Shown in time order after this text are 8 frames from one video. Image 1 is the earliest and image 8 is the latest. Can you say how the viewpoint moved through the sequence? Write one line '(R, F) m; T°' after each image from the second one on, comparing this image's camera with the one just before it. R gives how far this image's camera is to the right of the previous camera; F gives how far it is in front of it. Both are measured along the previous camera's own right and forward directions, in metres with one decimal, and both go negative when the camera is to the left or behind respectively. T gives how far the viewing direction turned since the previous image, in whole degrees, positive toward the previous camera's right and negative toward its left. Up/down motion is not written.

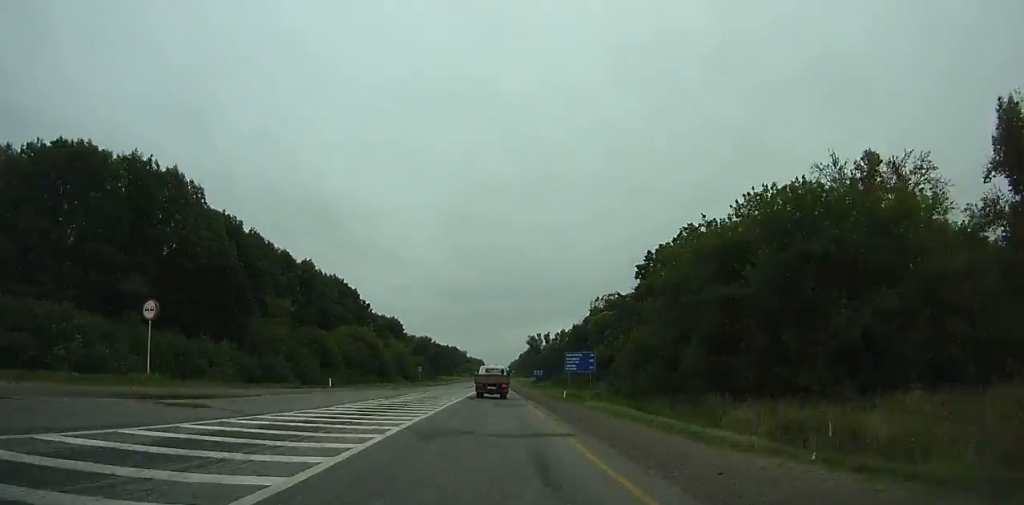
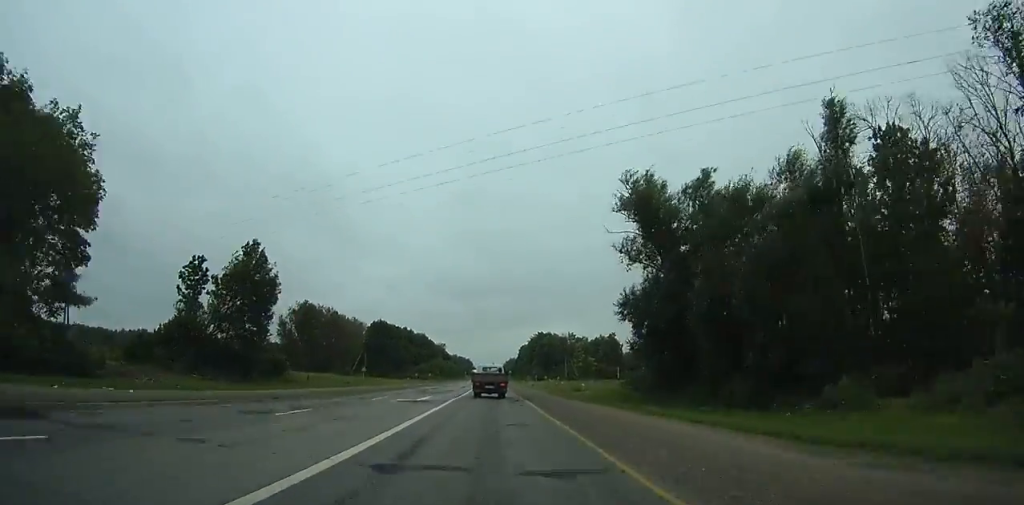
(+1.1, +146.6) m; +1°
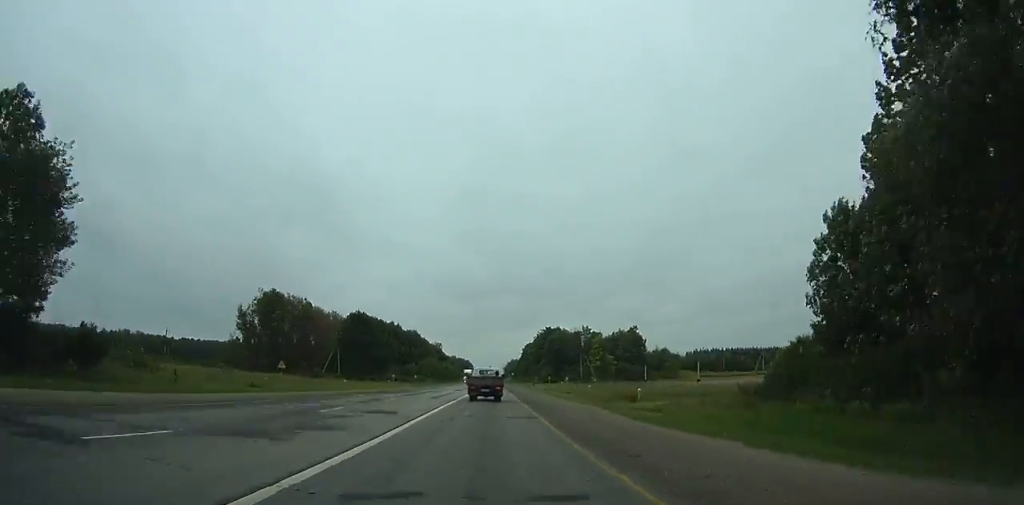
(0.0, +31.5) m; 0°
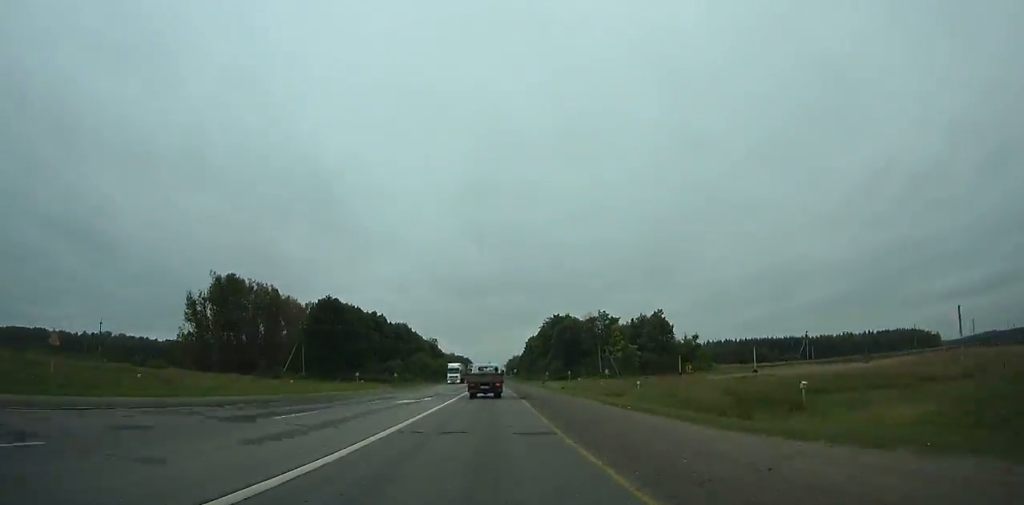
(0.0, +27.7) m; 0°
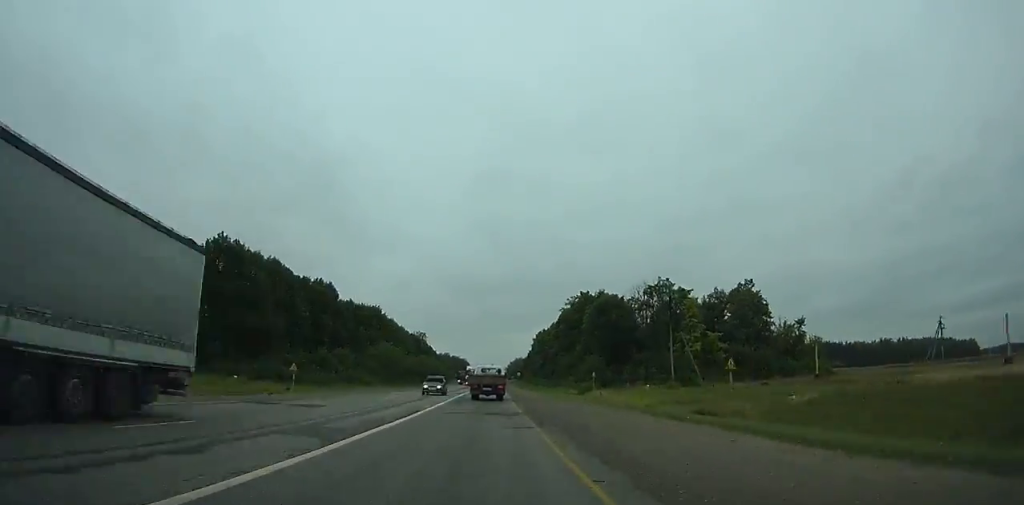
(-0.1, +53.6) m; -1°
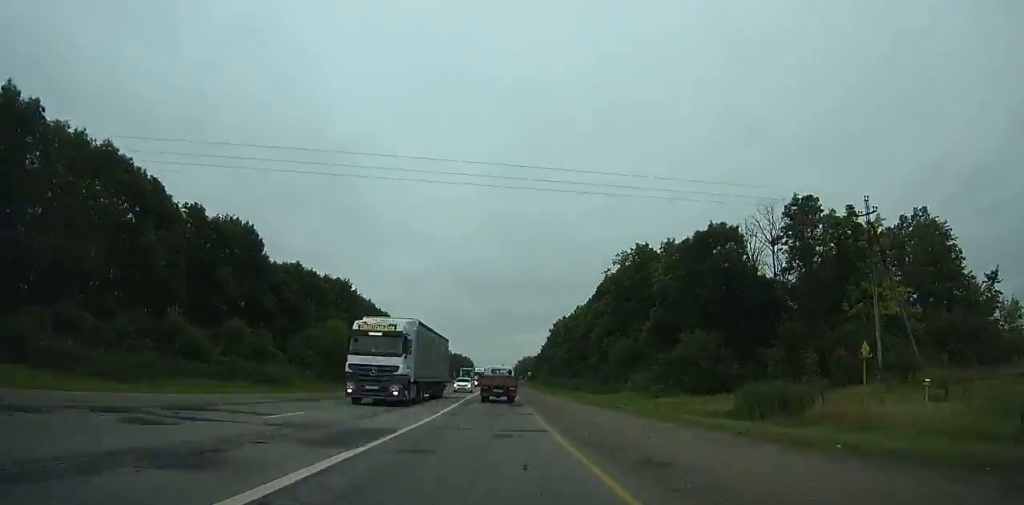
(-0.3, +41.8) m; 0°
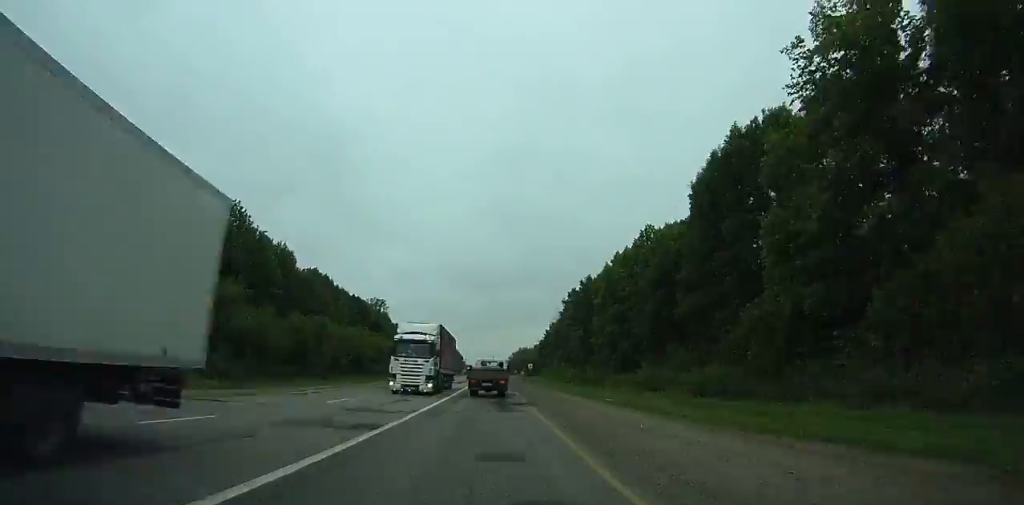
(+0.1, +51.7) m; 0°
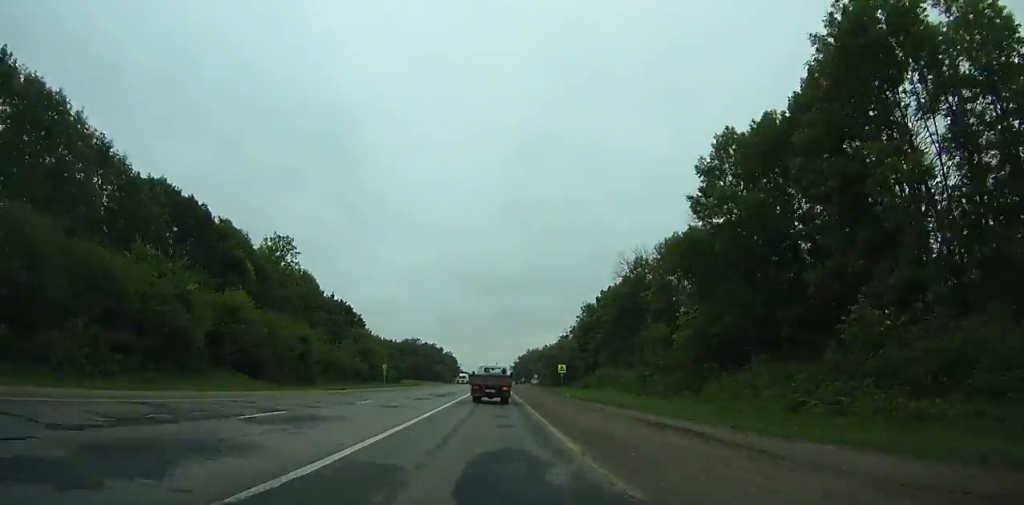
(+0.5, +80.5) m; 0°
